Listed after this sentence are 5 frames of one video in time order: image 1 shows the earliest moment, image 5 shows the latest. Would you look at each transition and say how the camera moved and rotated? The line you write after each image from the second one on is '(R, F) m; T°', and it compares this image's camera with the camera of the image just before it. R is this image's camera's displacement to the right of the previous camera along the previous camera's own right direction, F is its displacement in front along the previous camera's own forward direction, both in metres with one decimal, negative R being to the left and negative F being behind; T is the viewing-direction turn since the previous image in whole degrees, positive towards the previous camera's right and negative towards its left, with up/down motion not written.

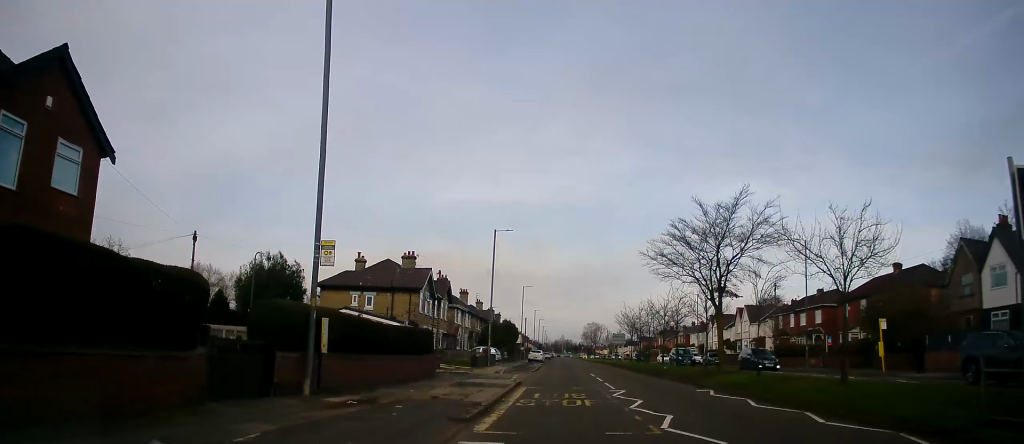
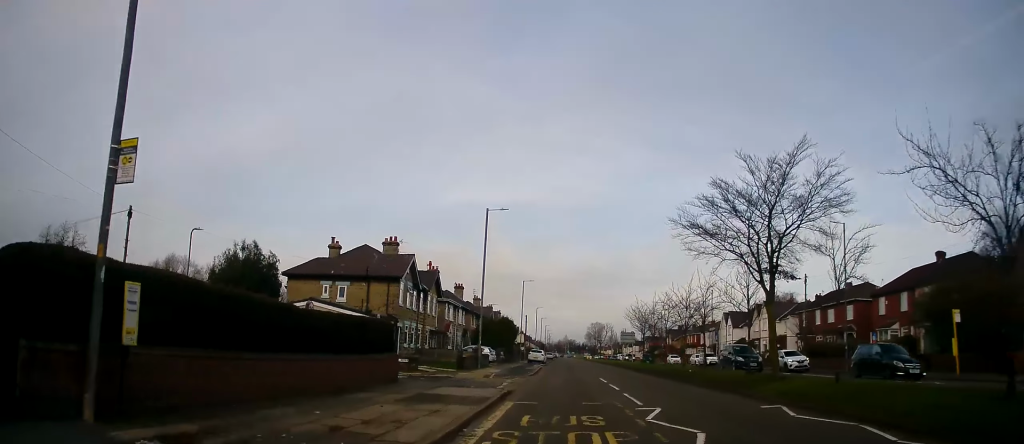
(+0.1, +6.7) m; 0°
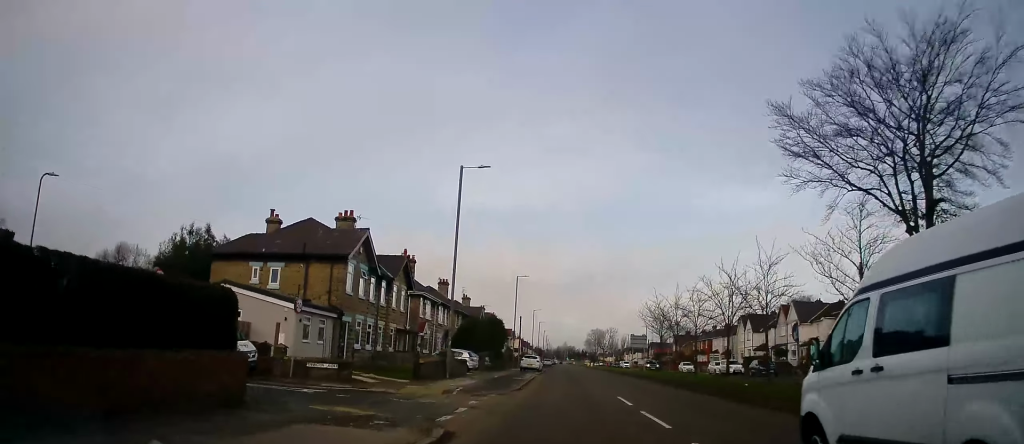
(-0.2, +9.8) m; -1°
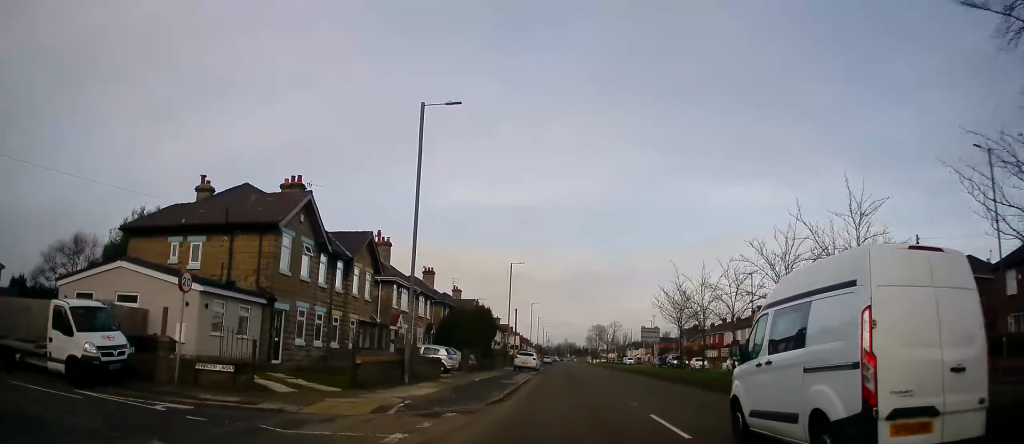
(0.0, +7.3) m; 0°
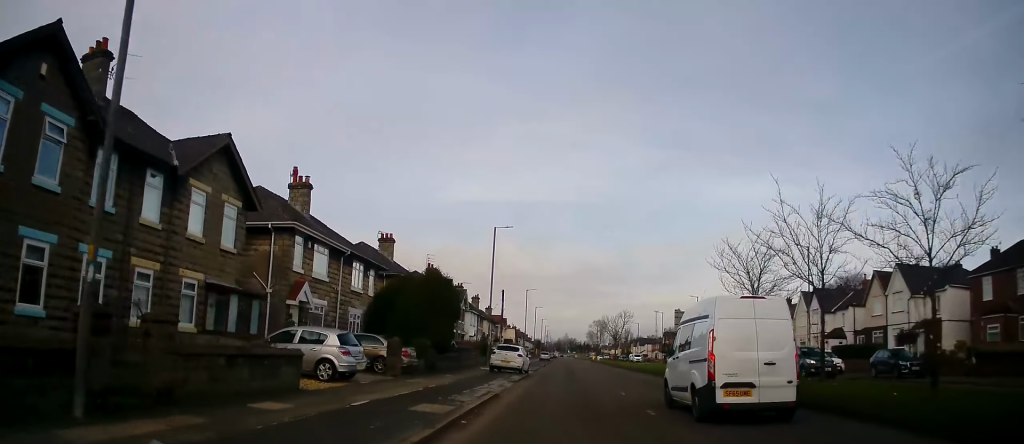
(-0.1, +14.7) m; 0°
